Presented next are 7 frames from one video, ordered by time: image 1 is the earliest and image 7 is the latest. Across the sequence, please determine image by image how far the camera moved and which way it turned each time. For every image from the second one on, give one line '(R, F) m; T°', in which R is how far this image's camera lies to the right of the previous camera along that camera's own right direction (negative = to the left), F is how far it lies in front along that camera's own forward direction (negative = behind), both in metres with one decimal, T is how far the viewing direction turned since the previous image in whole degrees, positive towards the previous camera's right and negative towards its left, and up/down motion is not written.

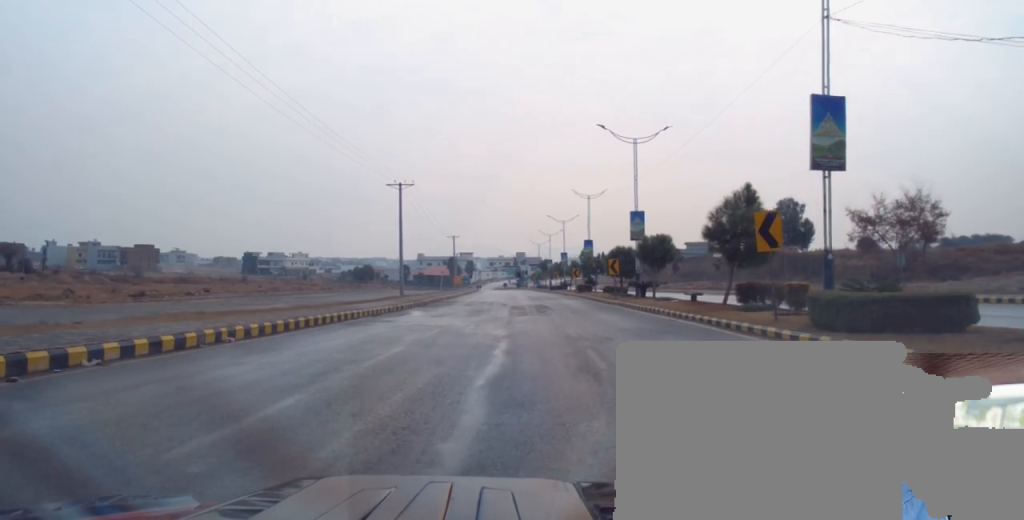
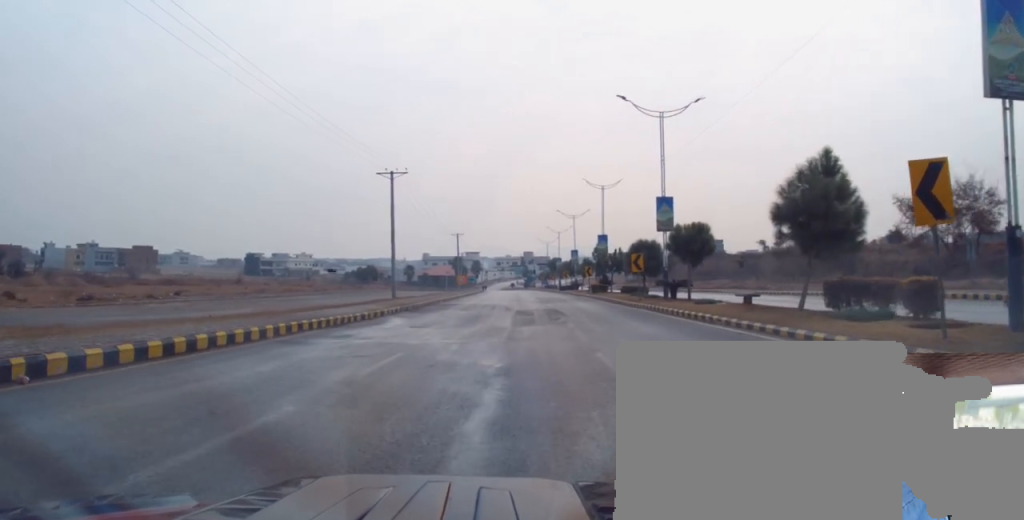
(-0.4, +7.1) m; -4°
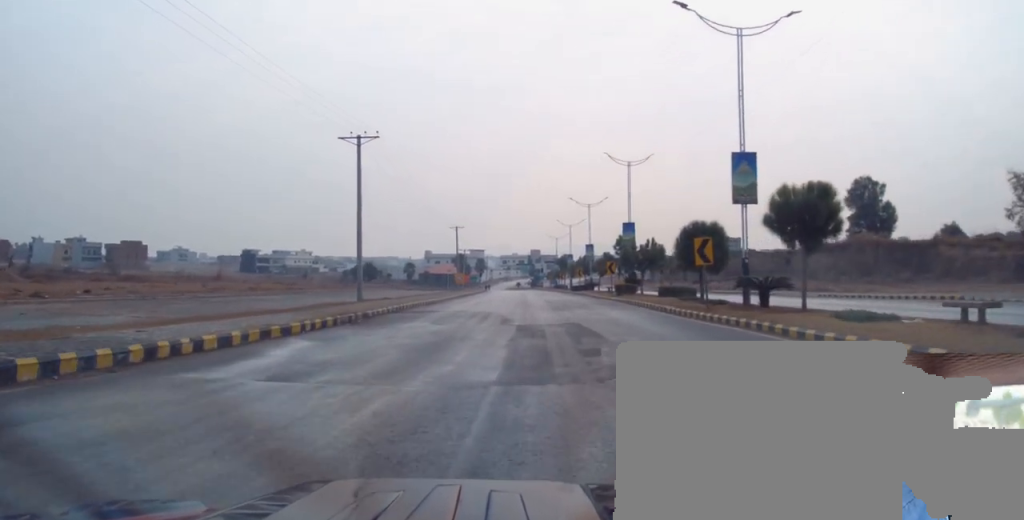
(+0.5, +13.5) m; +6°
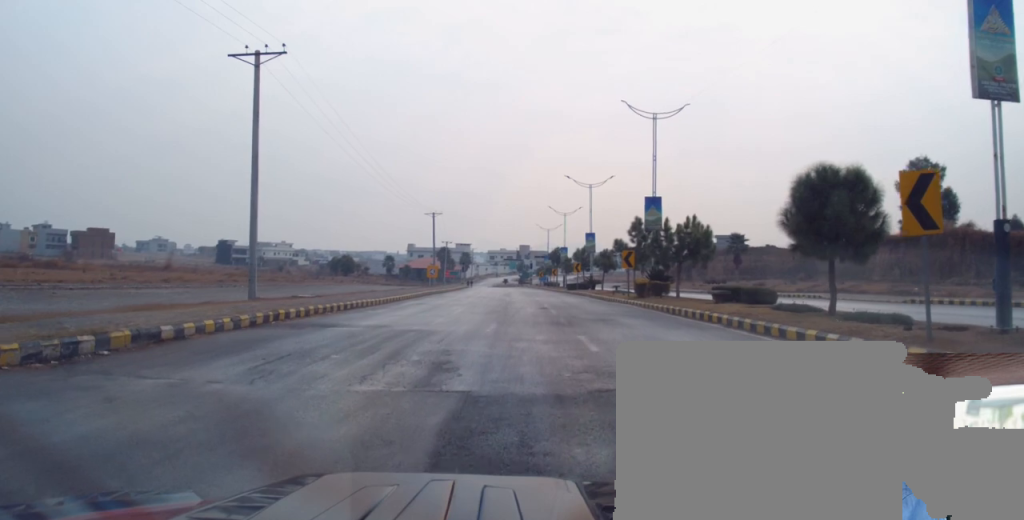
(-0.4, +15.2) m; -3°
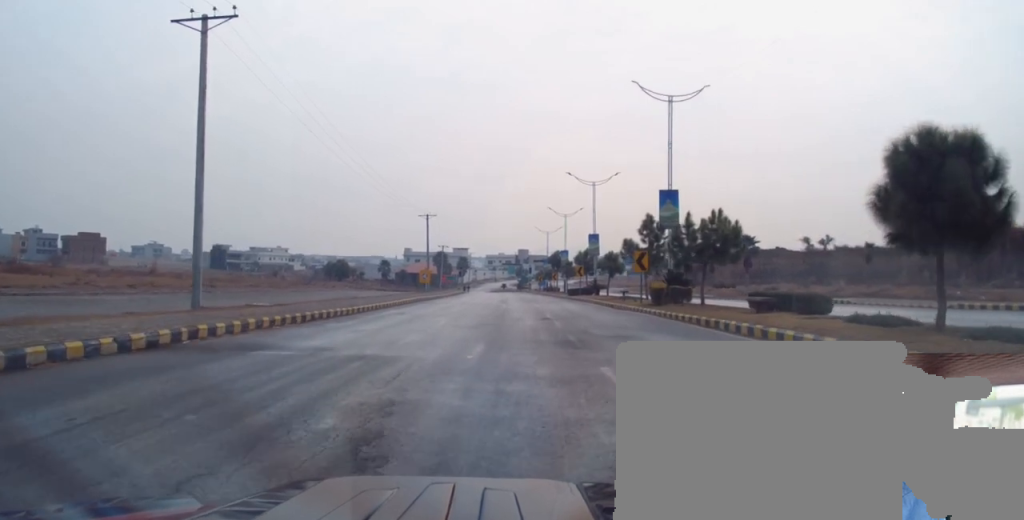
(+0.1, +4.9) m; 0°
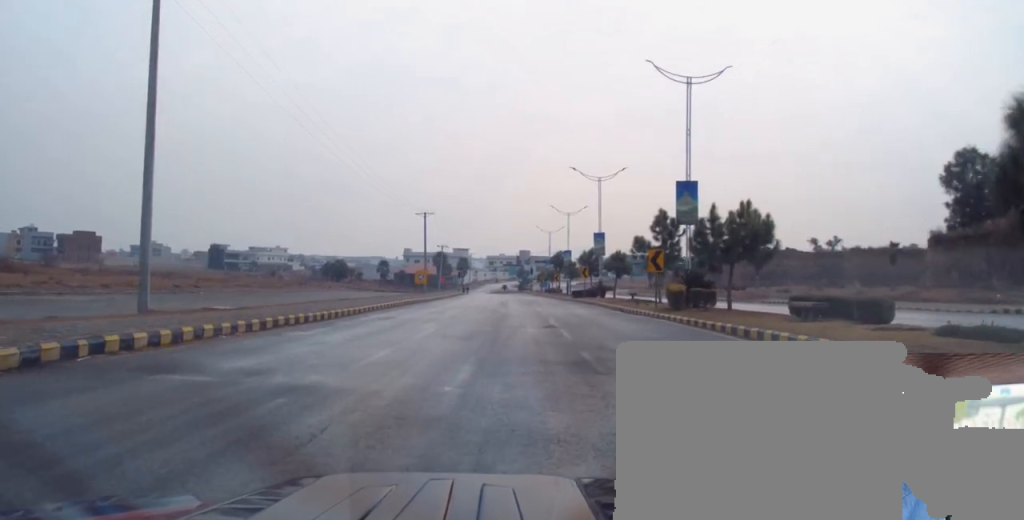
(-0.1, +3.5) m; +1°
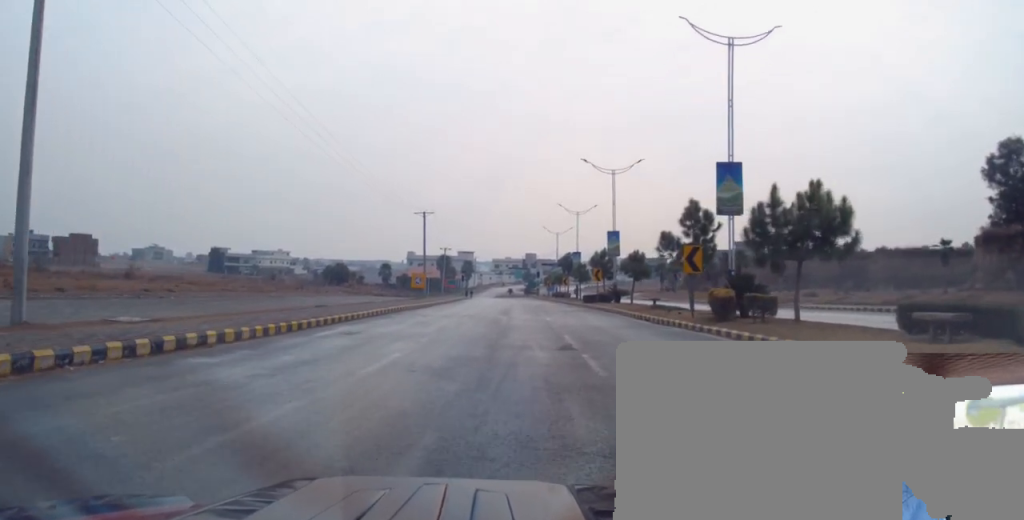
(0.0, +5.8) m; +1°
